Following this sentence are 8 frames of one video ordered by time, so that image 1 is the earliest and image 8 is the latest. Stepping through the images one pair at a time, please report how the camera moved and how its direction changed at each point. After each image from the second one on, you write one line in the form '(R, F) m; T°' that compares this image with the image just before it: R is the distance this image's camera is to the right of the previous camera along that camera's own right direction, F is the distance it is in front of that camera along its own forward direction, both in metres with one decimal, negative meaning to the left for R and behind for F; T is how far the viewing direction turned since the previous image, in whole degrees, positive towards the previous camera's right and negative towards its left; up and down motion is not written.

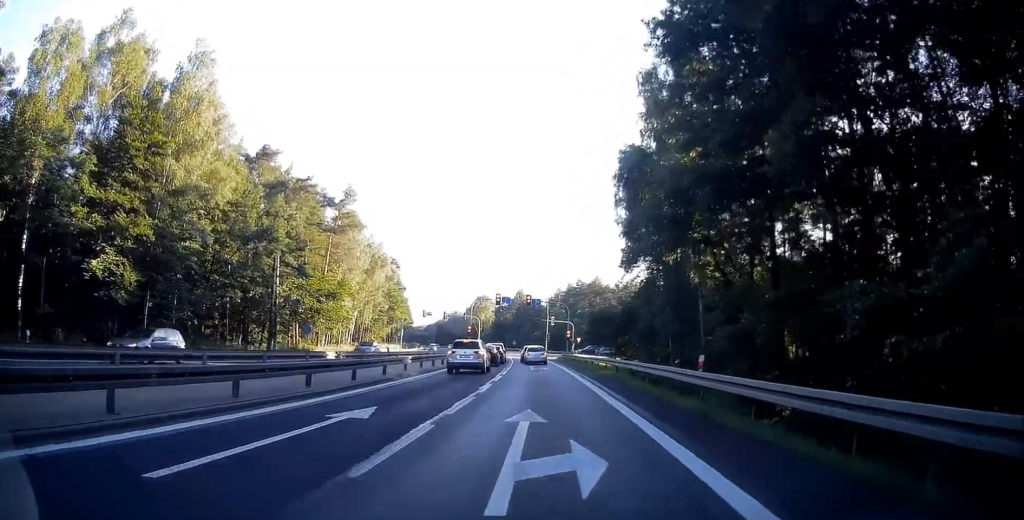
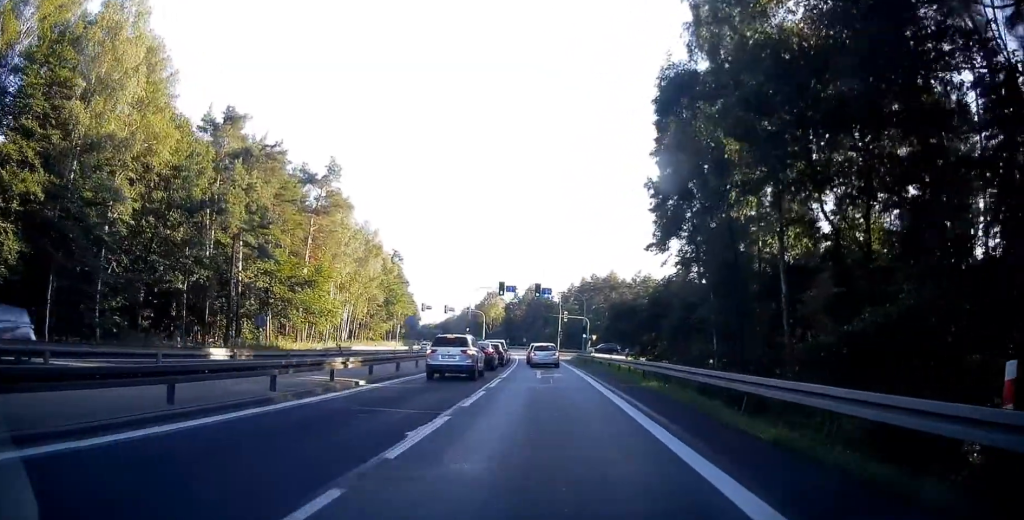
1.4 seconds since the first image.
(-0.3, +8.9) m; -3°
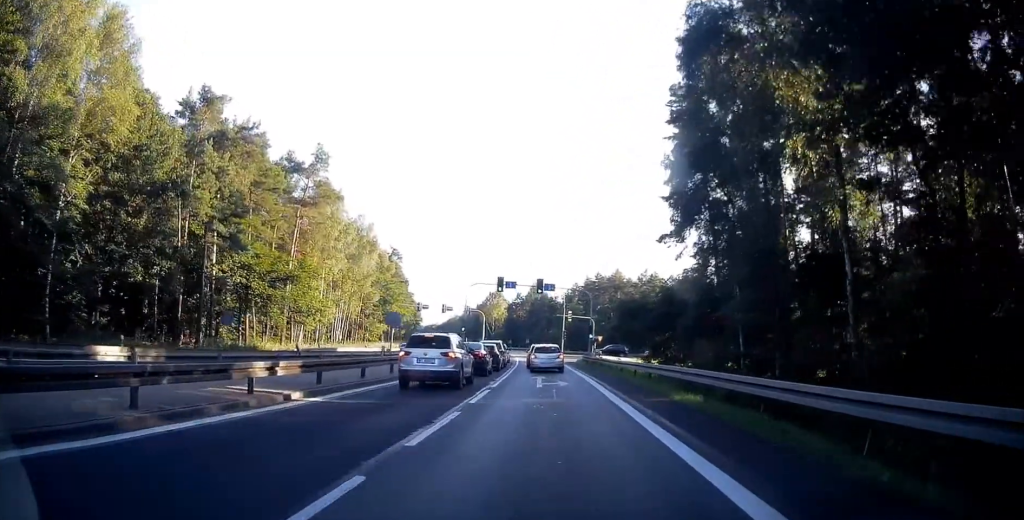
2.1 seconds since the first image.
(0.0, +4.7) m; -1°
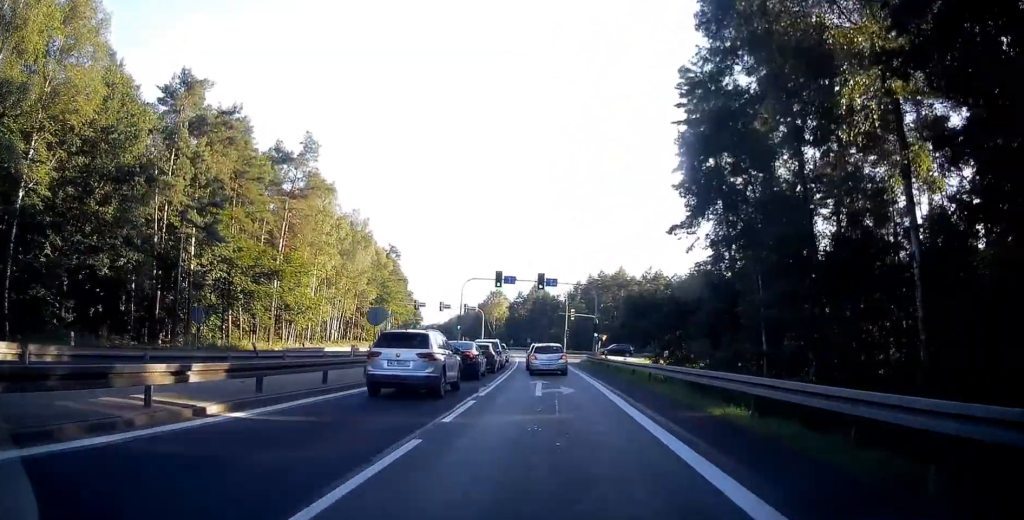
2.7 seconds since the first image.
(0.0, +3.5) m; 0°
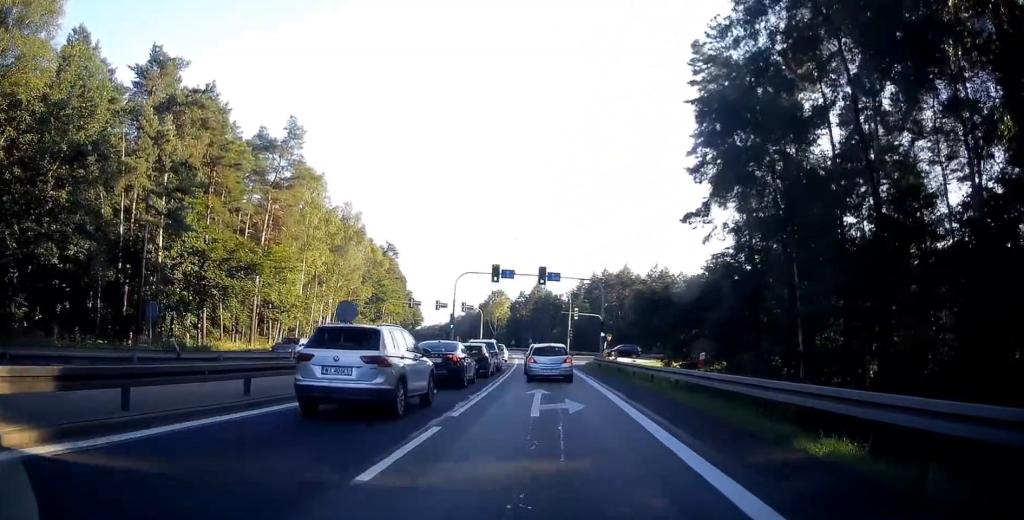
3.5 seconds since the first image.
(-0.1, +4.6) m; +1°
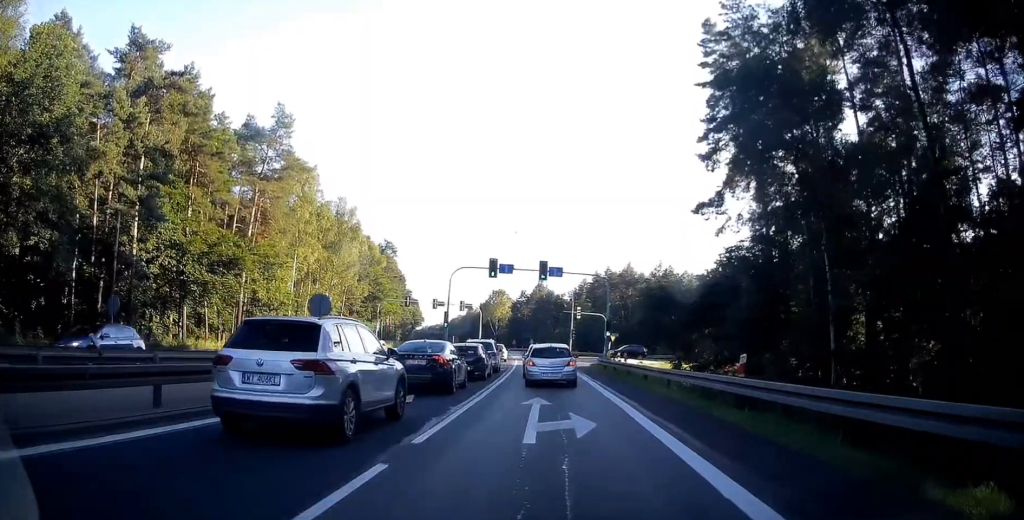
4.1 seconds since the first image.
(+0.1, +3.2) m; 0°
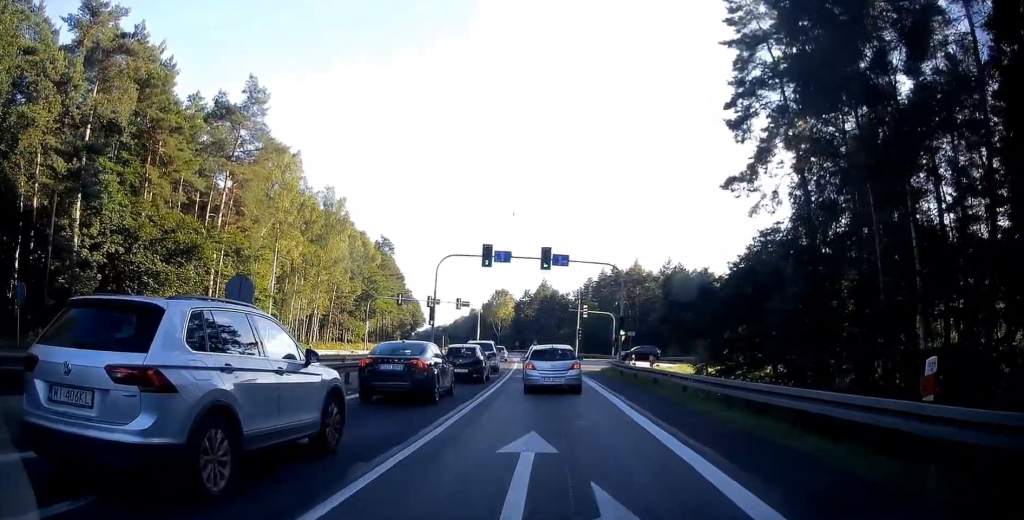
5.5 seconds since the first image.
(-0.1, +7.2) m; -2°
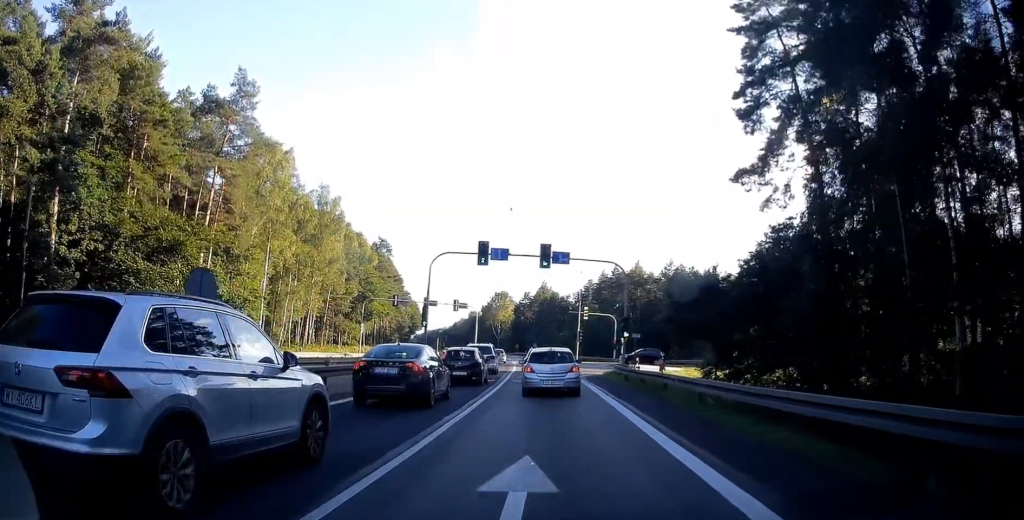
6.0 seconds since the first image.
(0.0, +2.3) m; +1°
